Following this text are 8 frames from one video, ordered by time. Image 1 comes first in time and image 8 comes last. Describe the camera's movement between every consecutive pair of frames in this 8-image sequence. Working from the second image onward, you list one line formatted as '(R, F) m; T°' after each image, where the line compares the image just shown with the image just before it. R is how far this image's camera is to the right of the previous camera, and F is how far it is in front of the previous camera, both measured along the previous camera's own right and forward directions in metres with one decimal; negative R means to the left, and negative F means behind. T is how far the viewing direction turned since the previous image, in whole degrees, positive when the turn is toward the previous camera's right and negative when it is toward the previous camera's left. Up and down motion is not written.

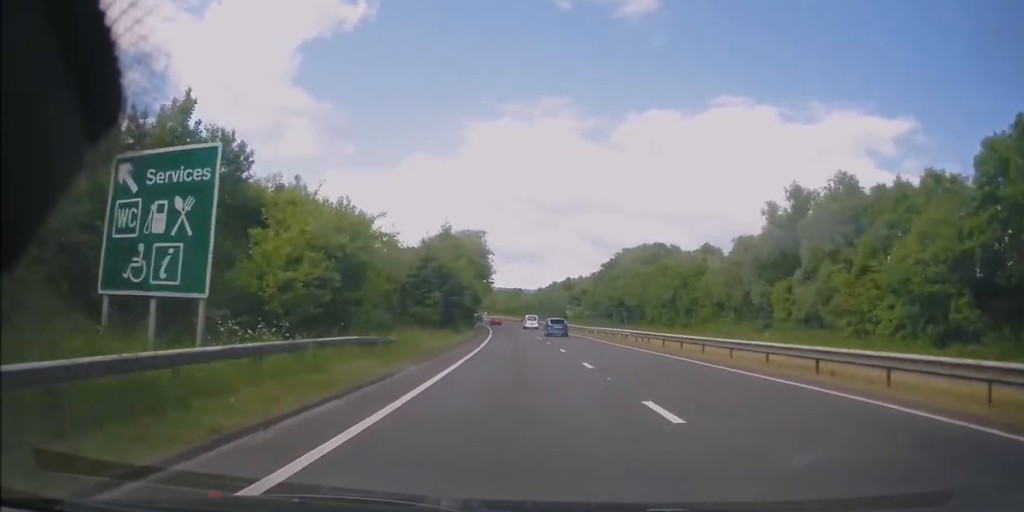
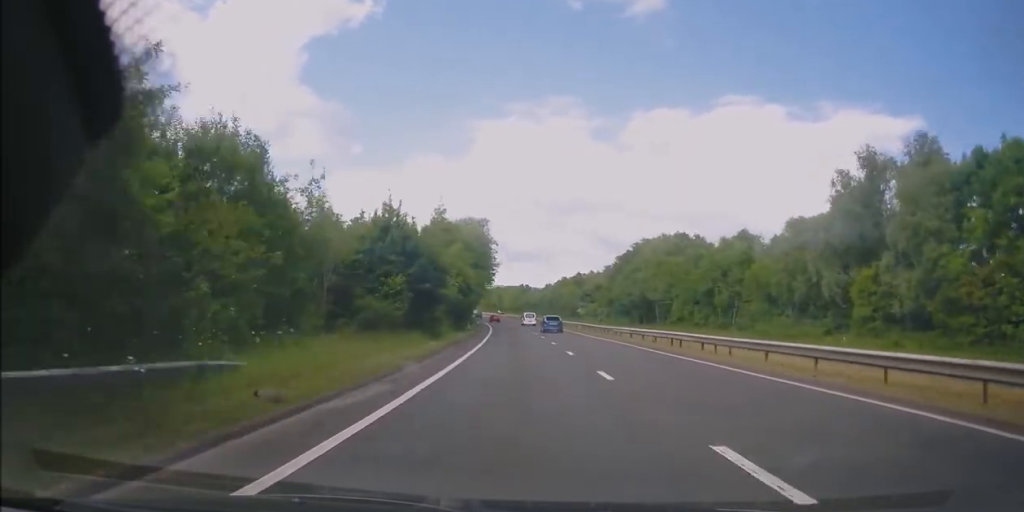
(-0.1, +12.7) m; 0°
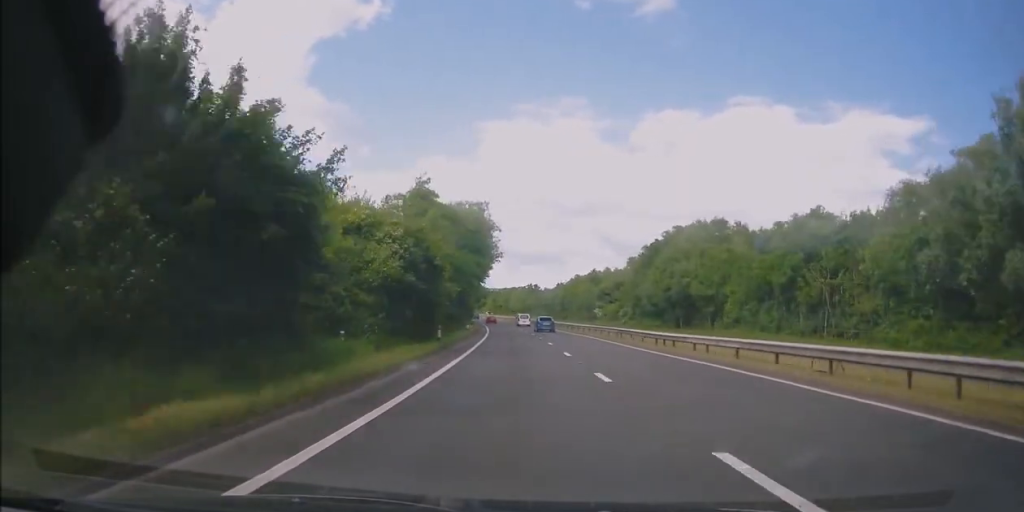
(-0.1, +18.5) m; -1°
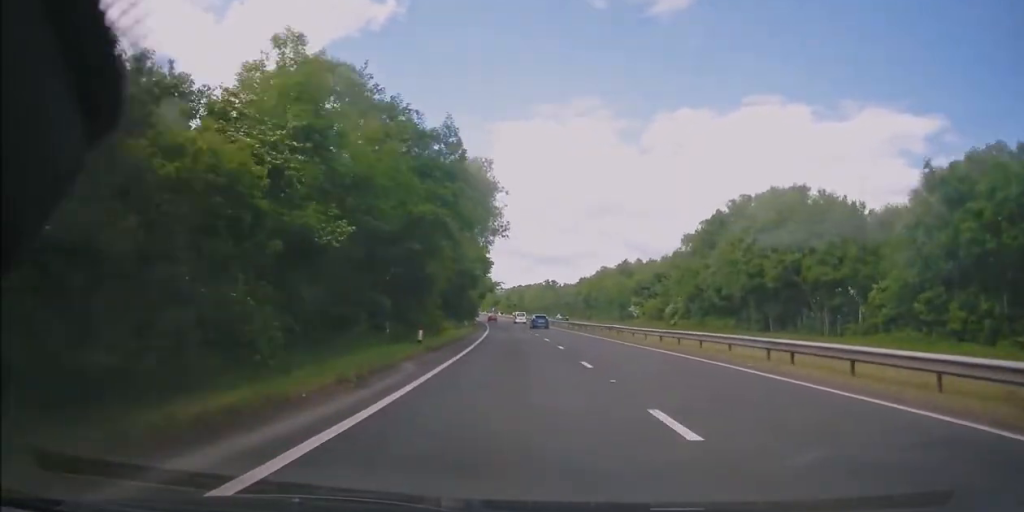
(-0.3, +25.1) m; -2°
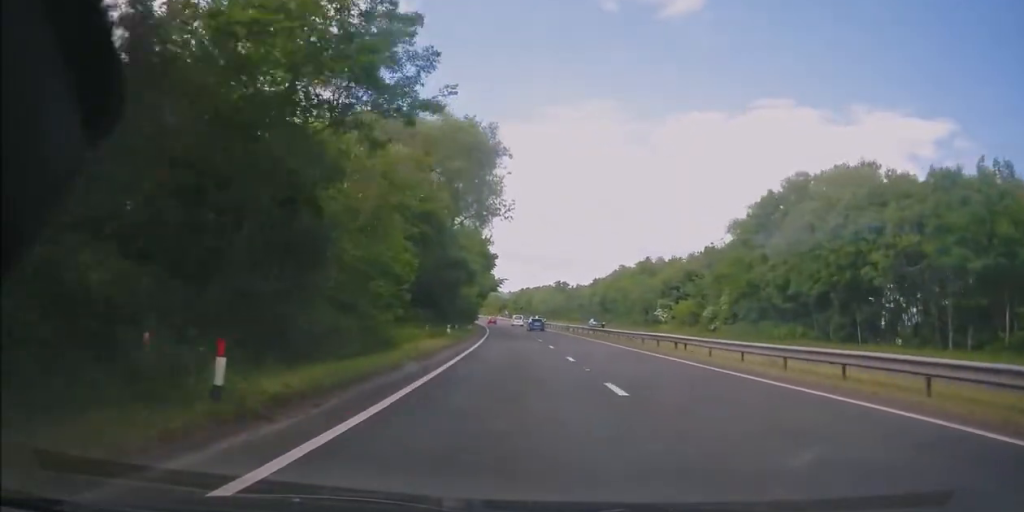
(-0.2, +14.2) m; -1°
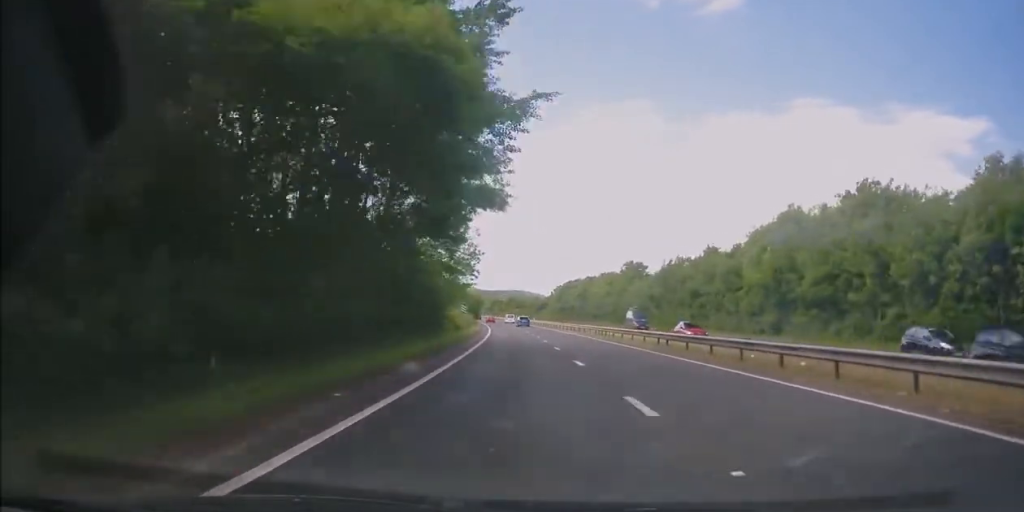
(-2.3, +66.7) m; -4°
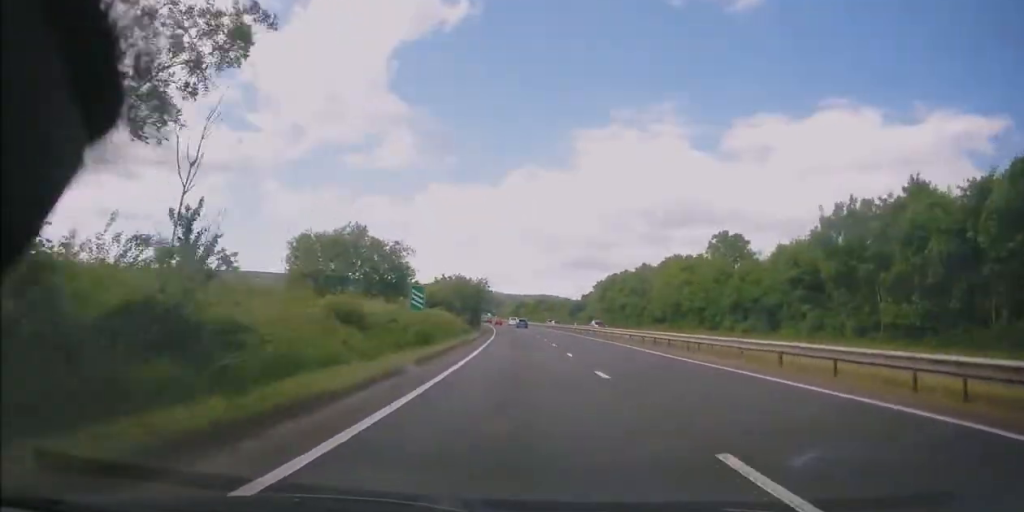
(-1.1, +41.1) m; -3°
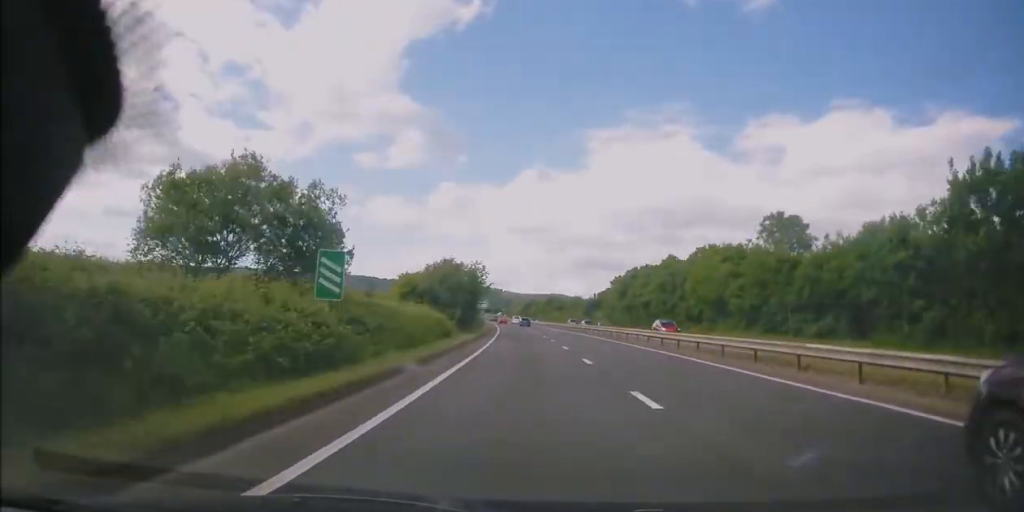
(-0.1, +13.6) m; -1°
